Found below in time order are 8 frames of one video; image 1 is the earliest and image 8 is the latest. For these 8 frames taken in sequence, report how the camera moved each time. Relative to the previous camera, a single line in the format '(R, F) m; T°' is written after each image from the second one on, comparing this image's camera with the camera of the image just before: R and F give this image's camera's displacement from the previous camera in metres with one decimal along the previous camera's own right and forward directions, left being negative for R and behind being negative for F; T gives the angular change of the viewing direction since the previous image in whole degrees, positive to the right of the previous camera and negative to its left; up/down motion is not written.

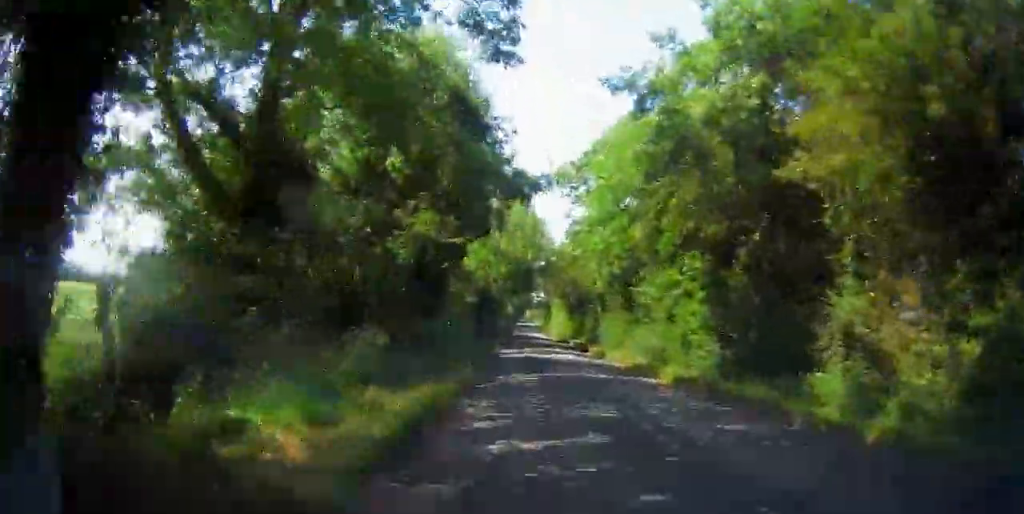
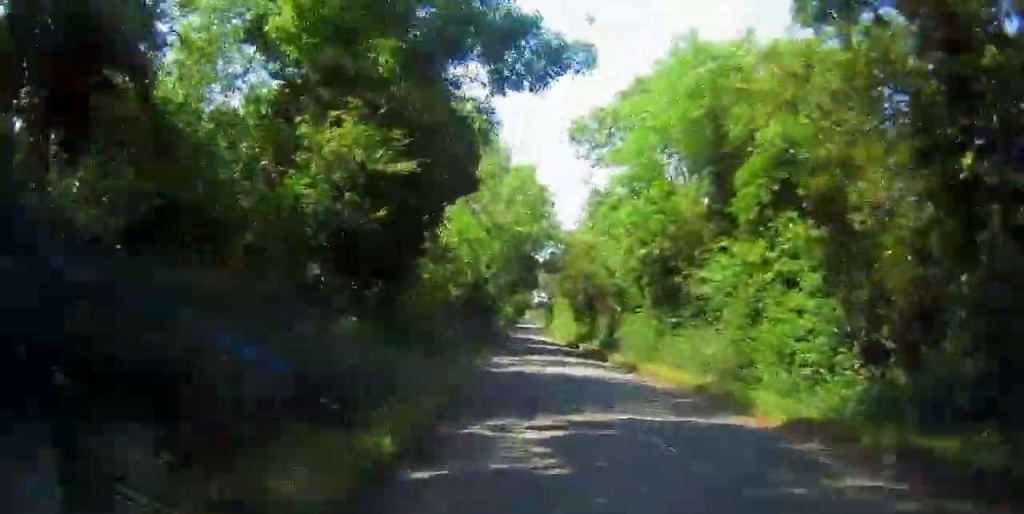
(+0.1, +8.3) m; +1°
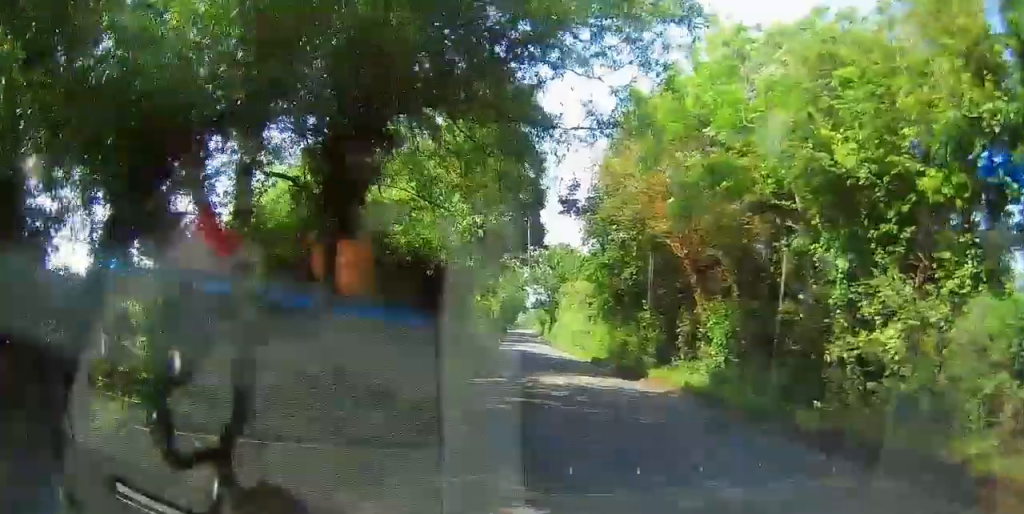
(0.0, +27.5) m; 0°
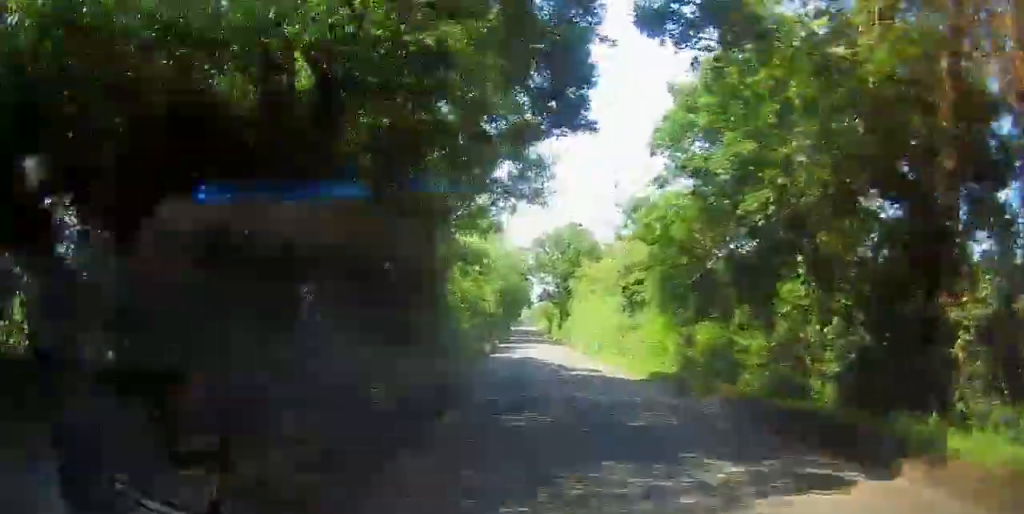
(0.0, +15.0) m; 0°
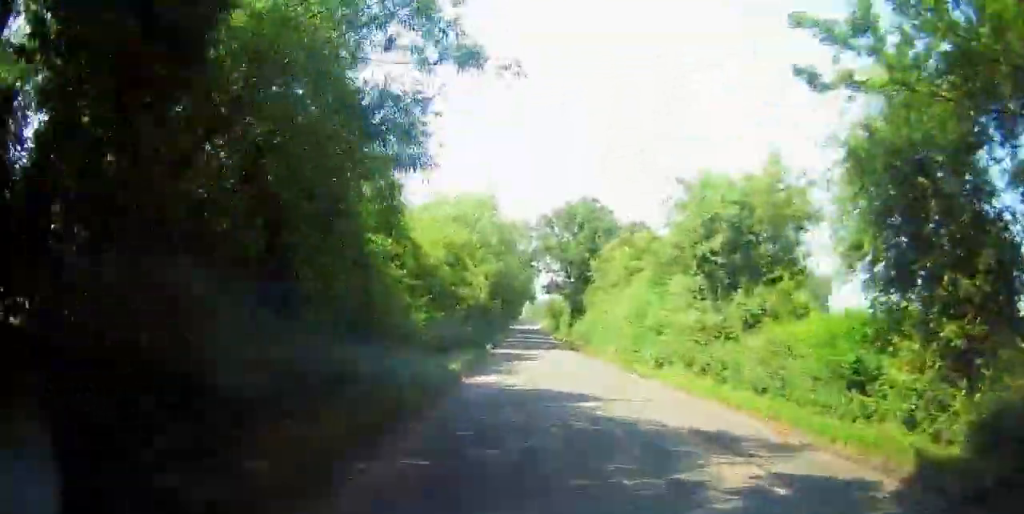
(0.0, +15.2) m; 0°
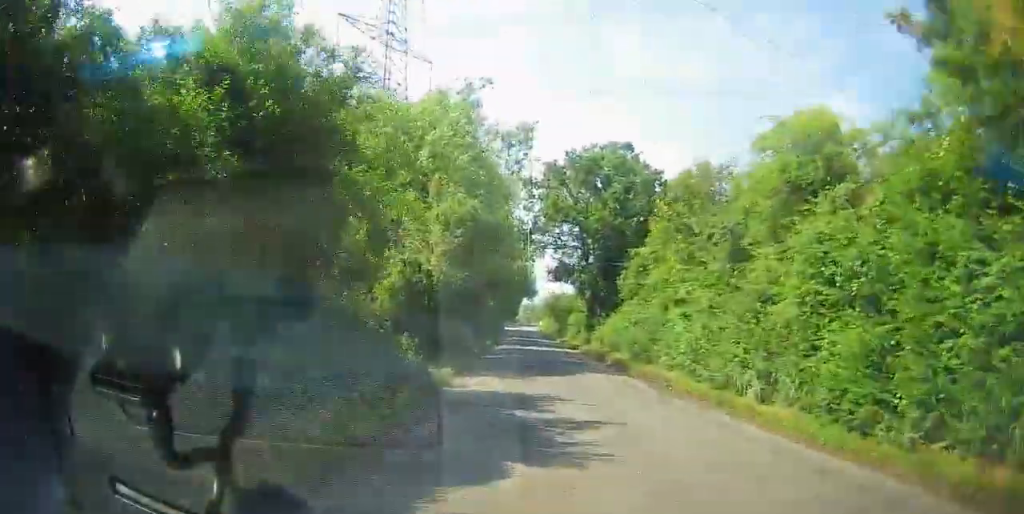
(-0.1, +19.6) m; -2°
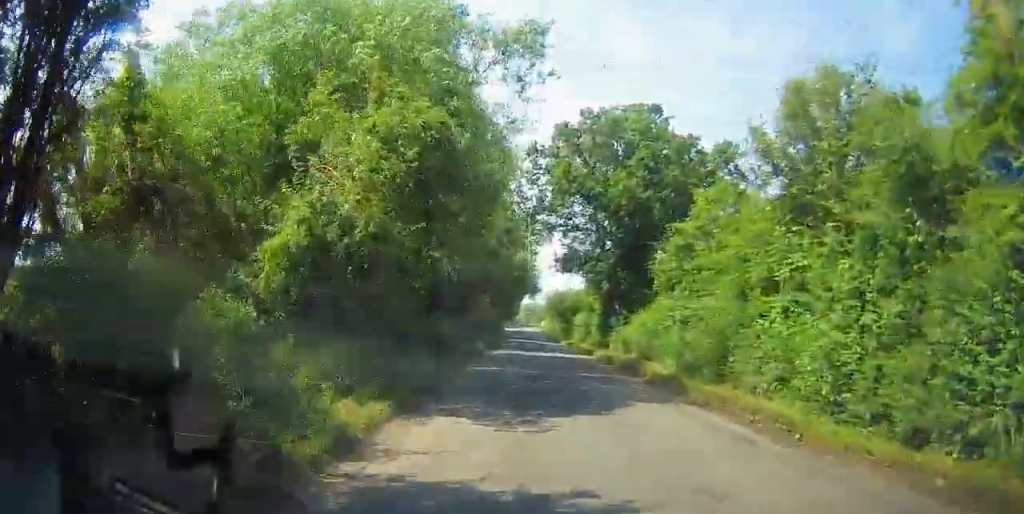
(+0.1, +8.4) m; -4°
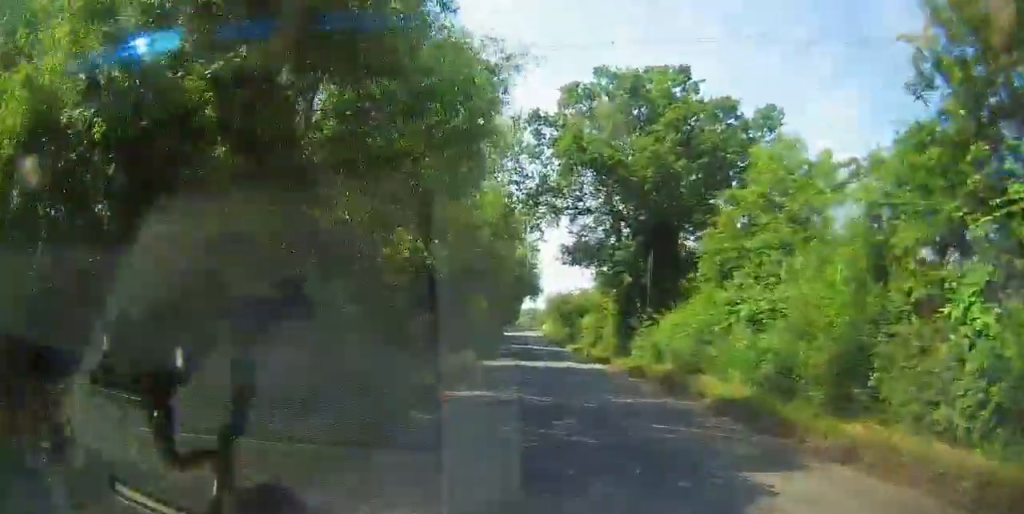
(0.0, +6.2) m; -2°
